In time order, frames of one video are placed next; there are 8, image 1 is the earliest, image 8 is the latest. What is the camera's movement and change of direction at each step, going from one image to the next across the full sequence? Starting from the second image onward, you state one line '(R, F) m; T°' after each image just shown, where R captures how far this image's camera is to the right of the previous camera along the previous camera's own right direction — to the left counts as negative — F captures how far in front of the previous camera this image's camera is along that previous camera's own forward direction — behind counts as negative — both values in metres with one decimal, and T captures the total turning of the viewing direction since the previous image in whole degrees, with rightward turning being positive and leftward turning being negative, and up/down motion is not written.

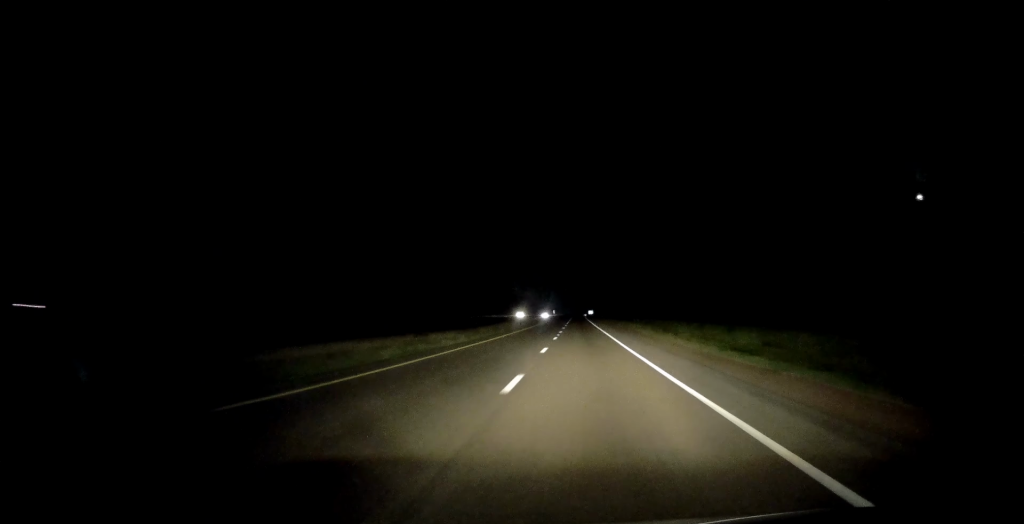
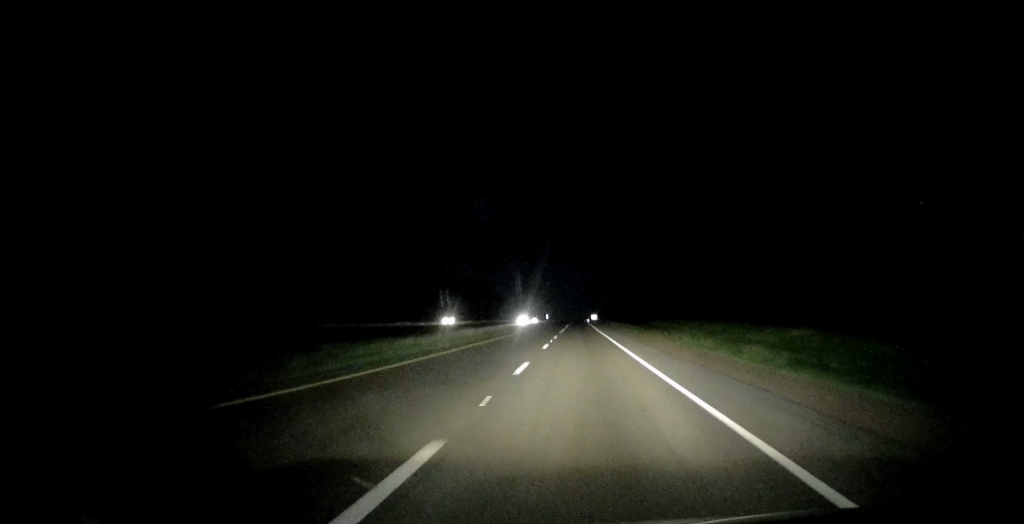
(-0.5, +80.0) m; 0°
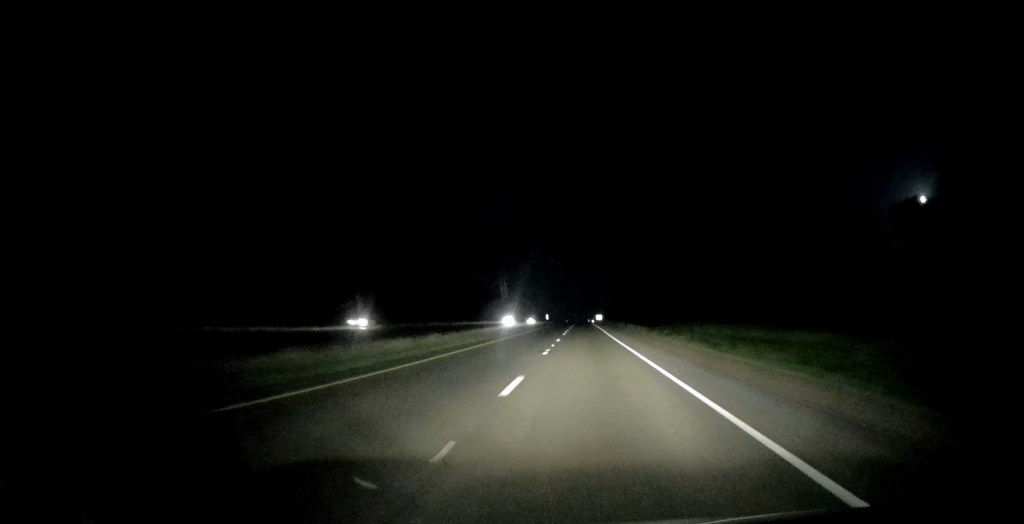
(+0.8, +29.2) m; +1°
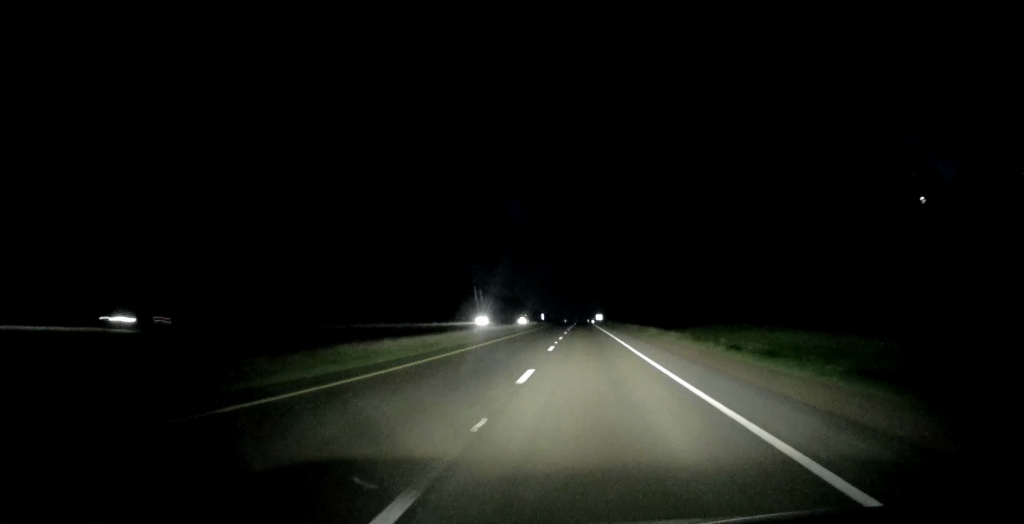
(-0.3, +21.9) m; 0°
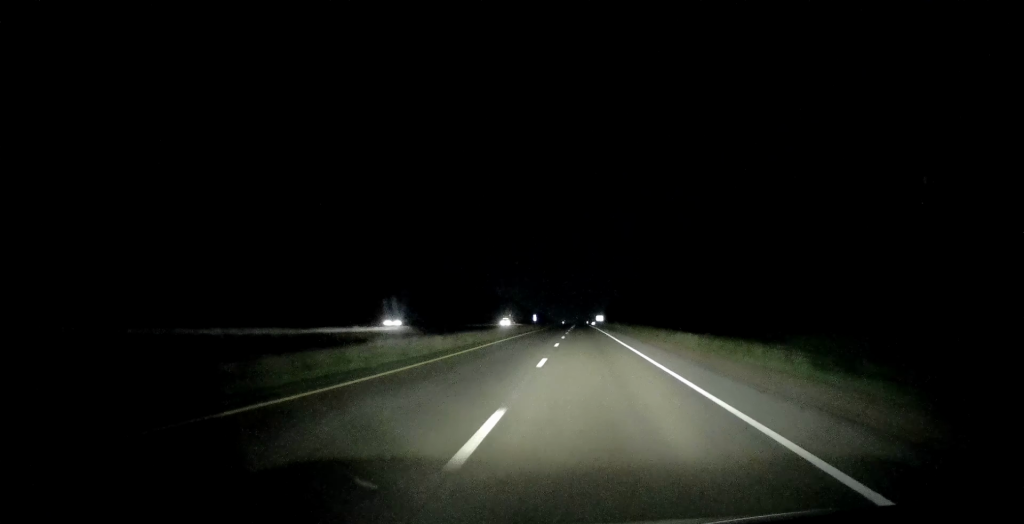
(0.0, +31.4) m; 0°
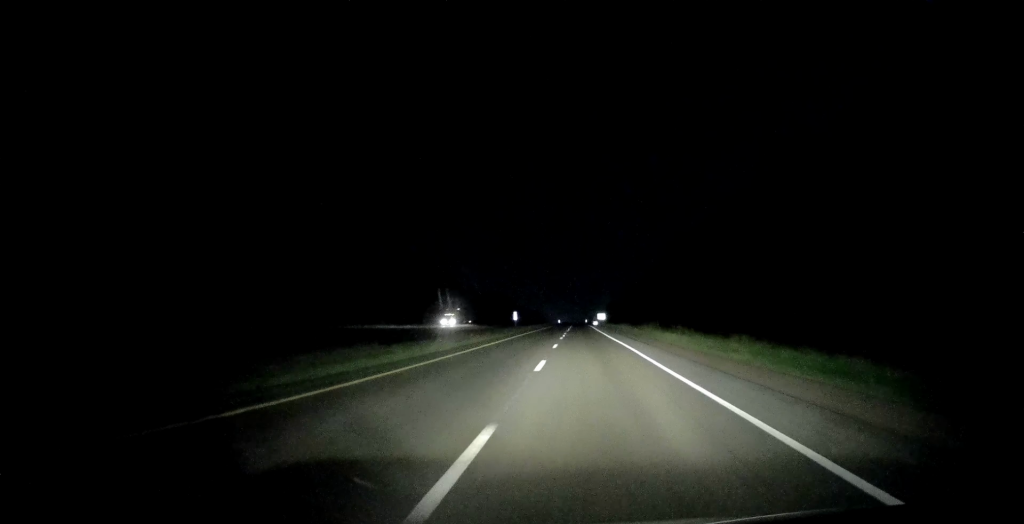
(-0.7, +49.4) m; -1°
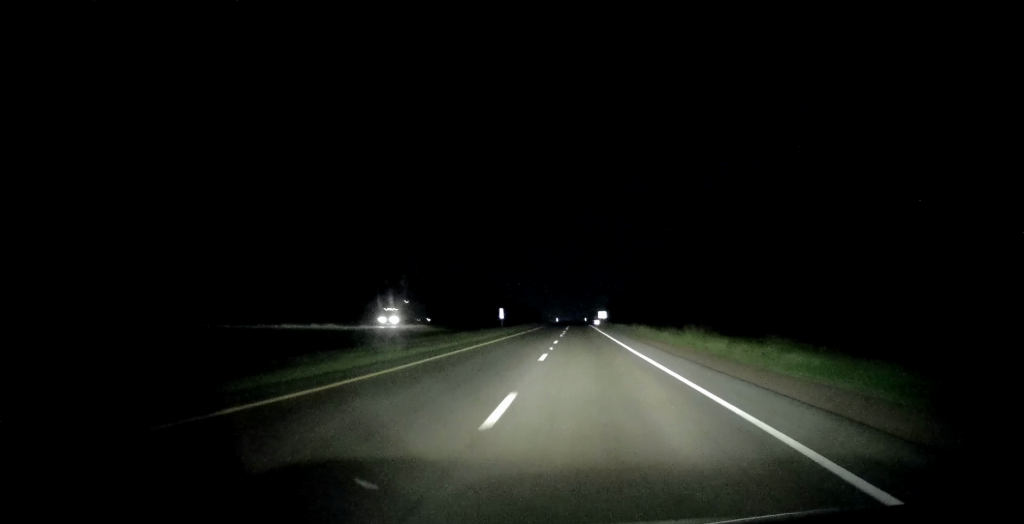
(-0.3, +21.0) m; +1°
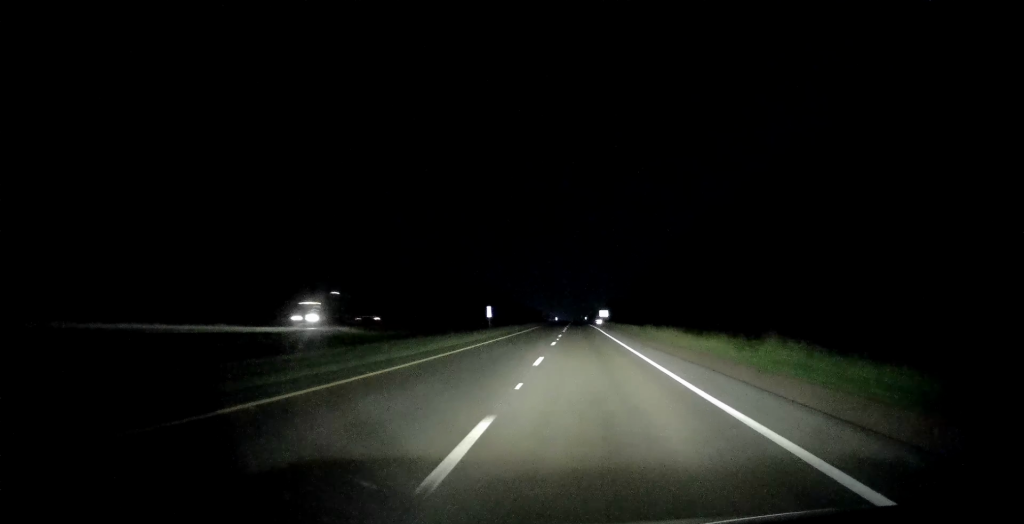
(+0.3, +14.7) m; 0°
